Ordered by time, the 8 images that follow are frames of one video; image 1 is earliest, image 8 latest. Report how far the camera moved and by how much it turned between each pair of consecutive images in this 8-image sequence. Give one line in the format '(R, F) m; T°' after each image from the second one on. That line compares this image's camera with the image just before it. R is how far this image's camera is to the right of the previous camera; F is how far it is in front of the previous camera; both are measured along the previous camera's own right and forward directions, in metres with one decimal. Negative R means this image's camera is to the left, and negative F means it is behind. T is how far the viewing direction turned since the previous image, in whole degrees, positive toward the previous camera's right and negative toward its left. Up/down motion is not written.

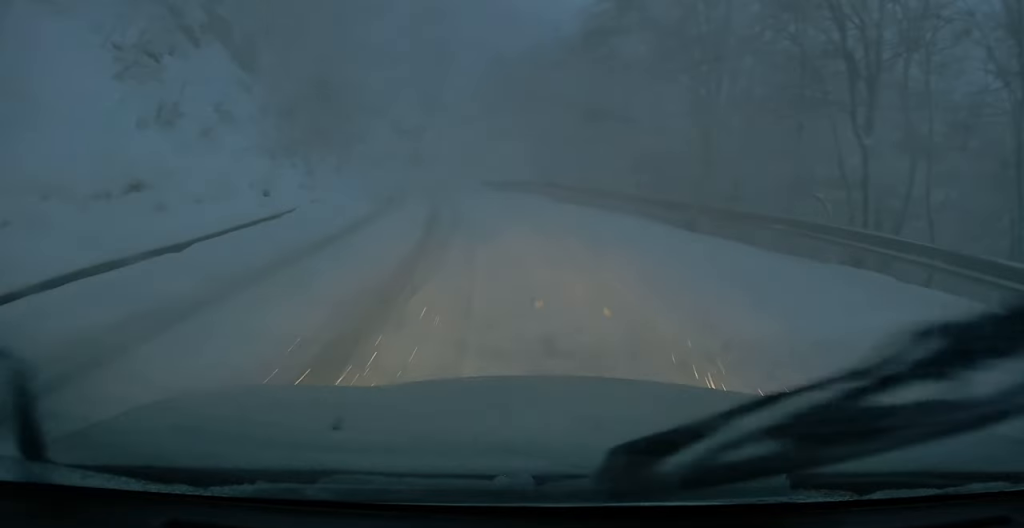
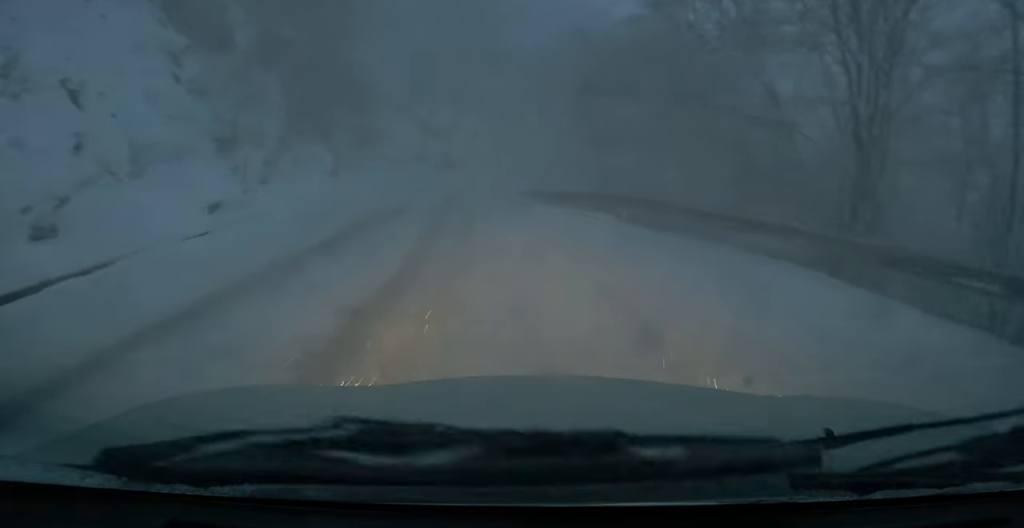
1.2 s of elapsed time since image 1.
(-0.2, +9.9) m; -1°
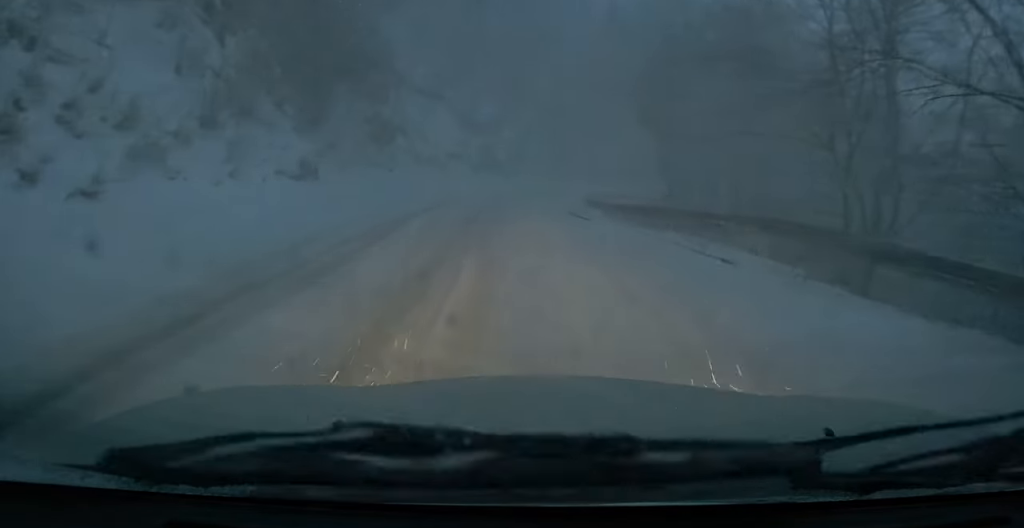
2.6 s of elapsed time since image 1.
(+0.2, +11.1) m; +1°
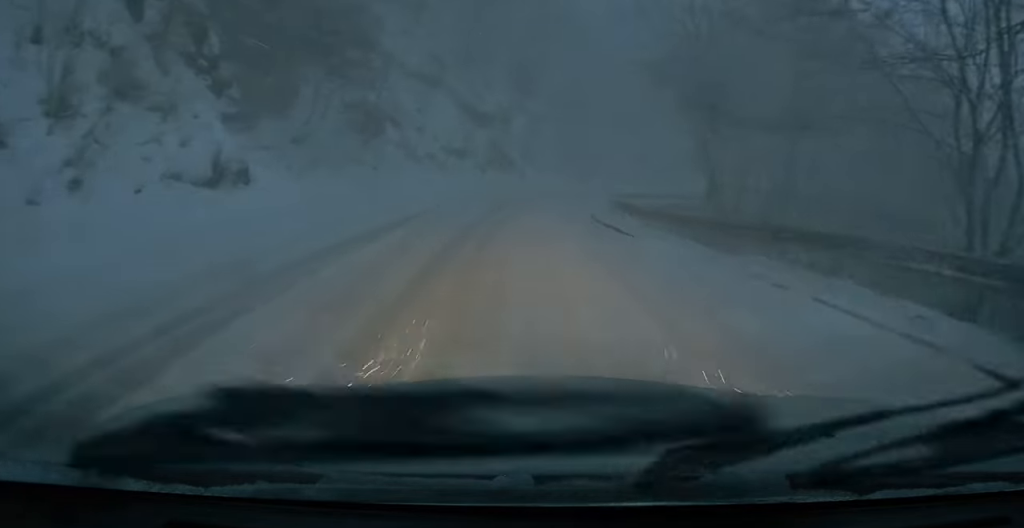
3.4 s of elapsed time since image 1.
(0.0, +6.6) m; 0°
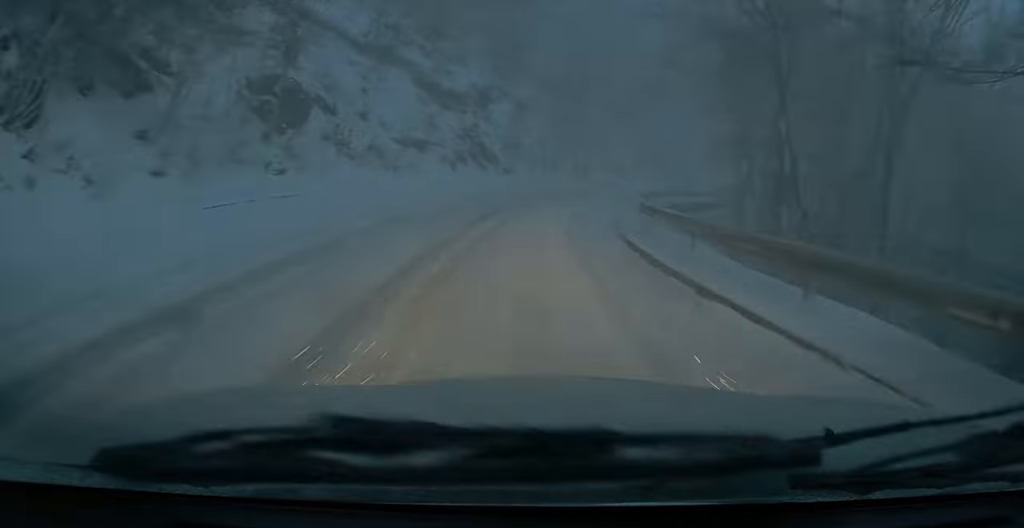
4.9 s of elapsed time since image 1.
(0.0, +10.3) m; +1°
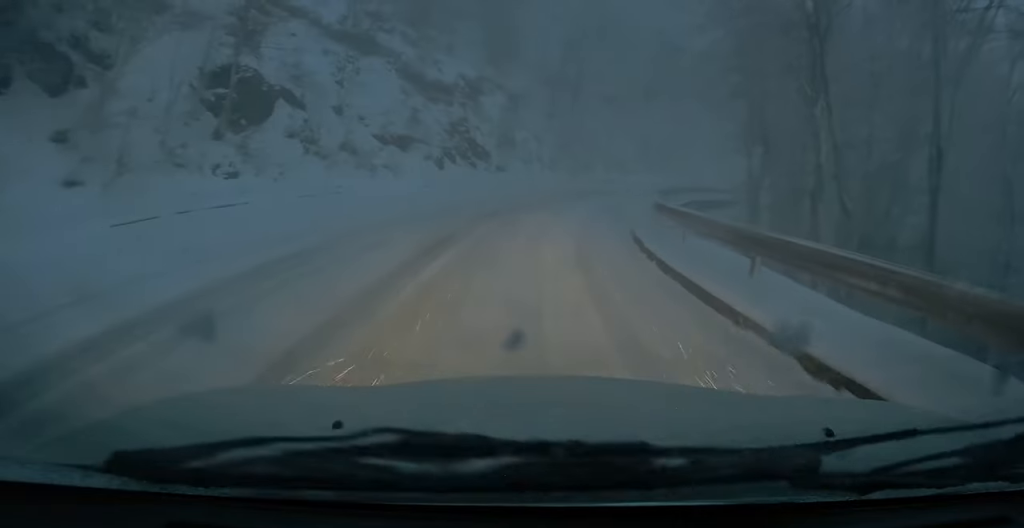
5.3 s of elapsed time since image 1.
(0.0, +3.3) m; +1°
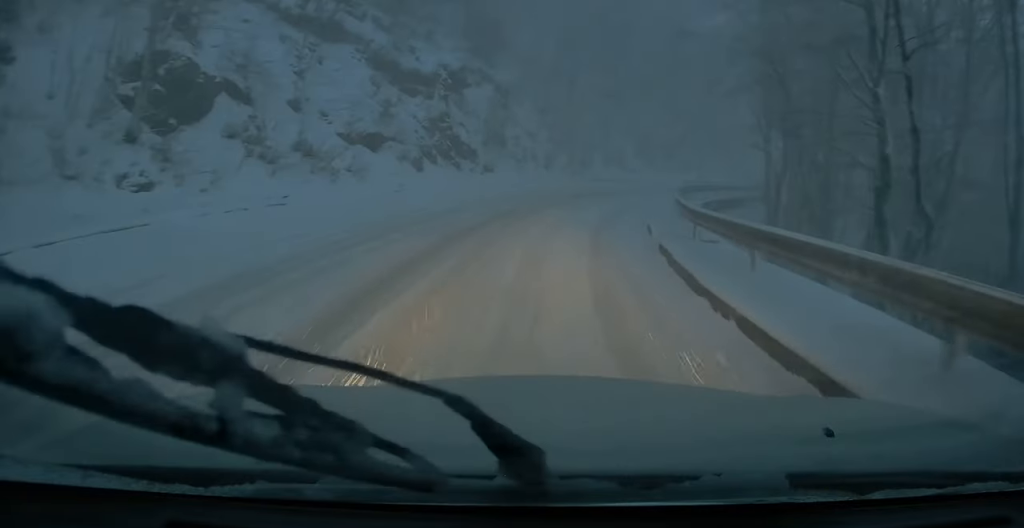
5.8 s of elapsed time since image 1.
(0.0, +4.0) m; +1°
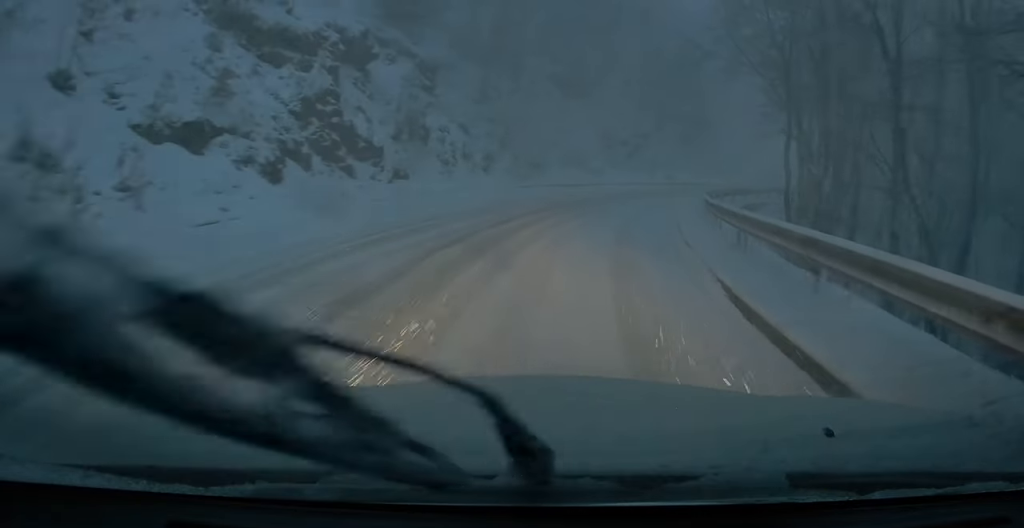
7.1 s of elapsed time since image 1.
(+0.4, +9.8) m; +9°
